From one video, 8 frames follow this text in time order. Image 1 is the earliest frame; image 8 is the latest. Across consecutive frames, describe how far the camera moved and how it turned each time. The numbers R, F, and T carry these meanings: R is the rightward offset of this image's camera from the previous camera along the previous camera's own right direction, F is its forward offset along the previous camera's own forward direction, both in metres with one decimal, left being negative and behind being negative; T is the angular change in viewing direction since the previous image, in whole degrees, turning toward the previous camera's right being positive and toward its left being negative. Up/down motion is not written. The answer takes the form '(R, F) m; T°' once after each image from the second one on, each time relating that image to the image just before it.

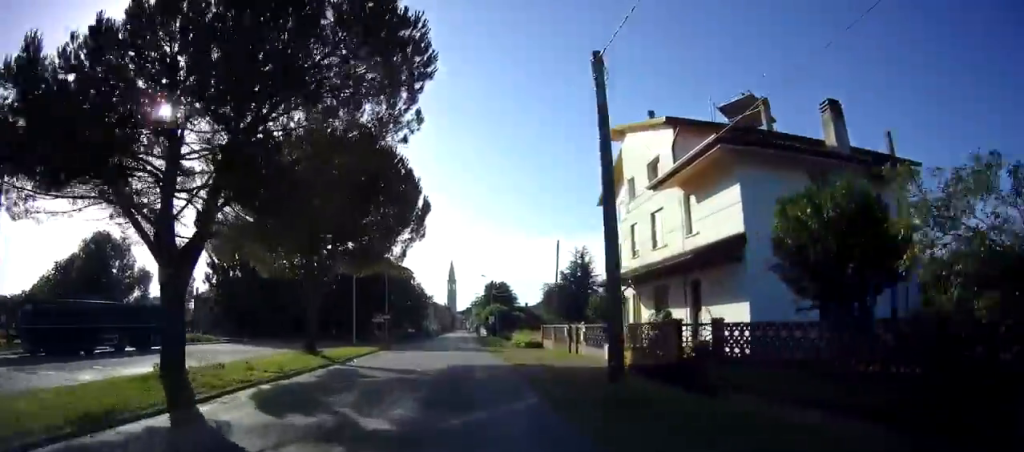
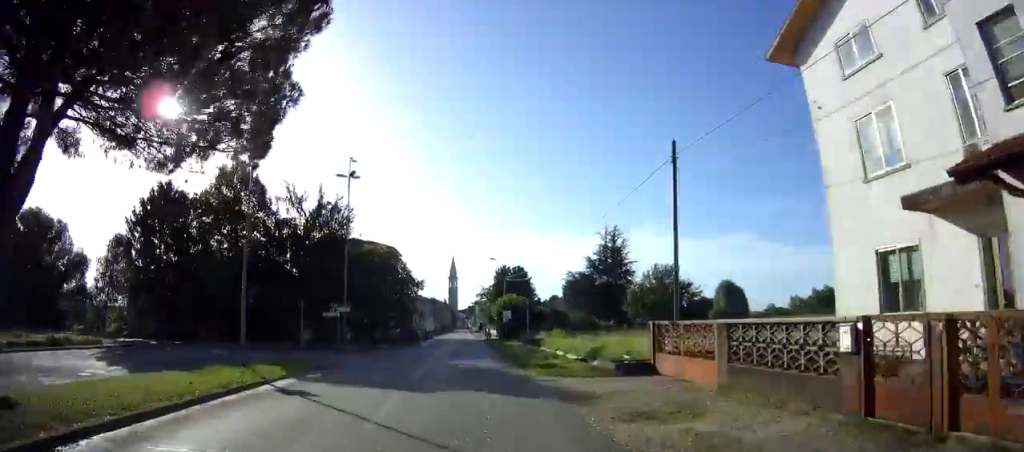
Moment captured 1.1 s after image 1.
(-0.3, +19.5) m; -1°
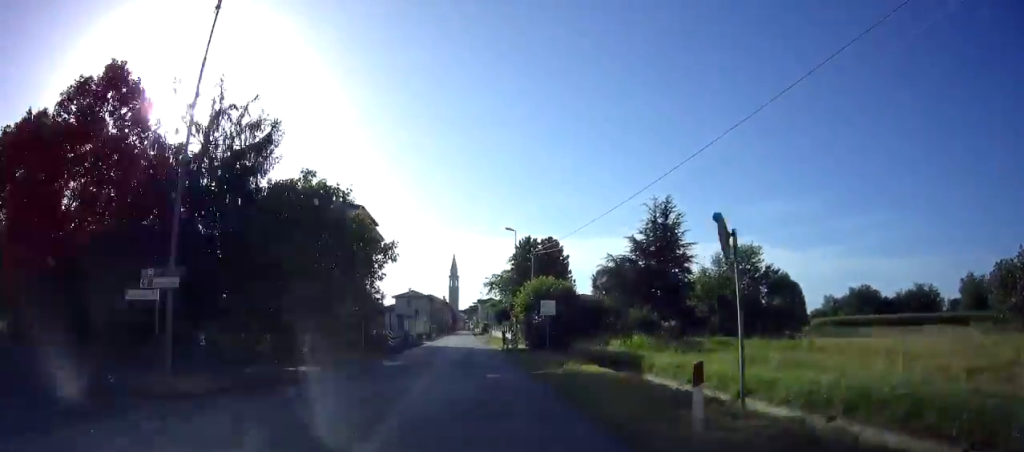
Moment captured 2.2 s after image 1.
(-0.1, +20.0) m; 0°
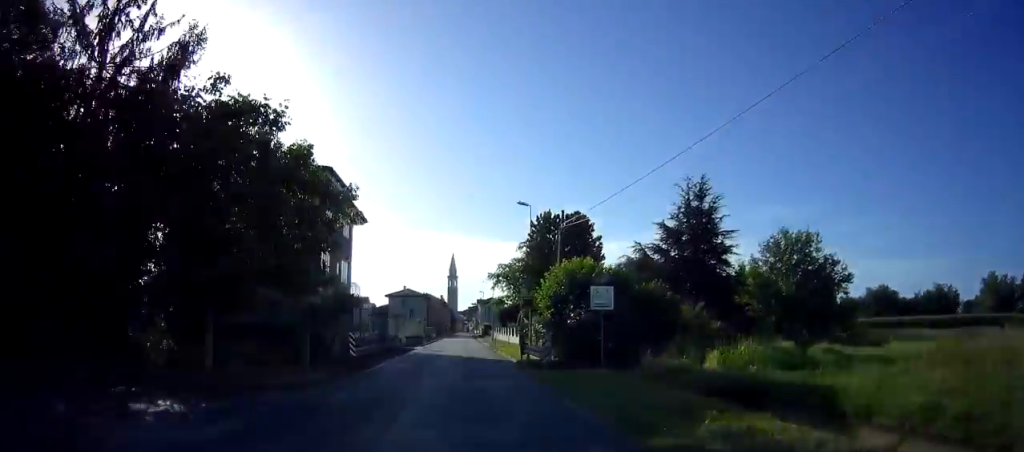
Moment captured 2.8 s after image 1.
(0.0, +9.3) m; 0°
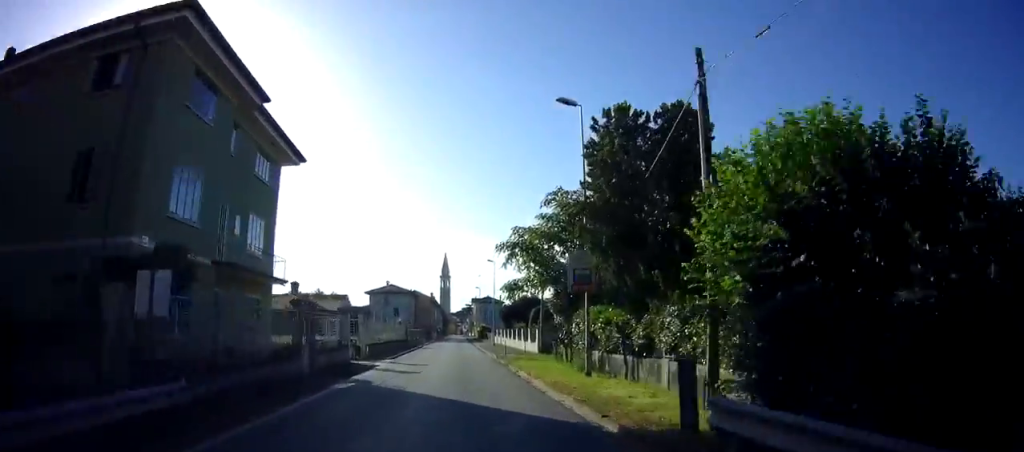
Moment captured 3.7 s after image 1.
(0.0, +15.7) m; +1°
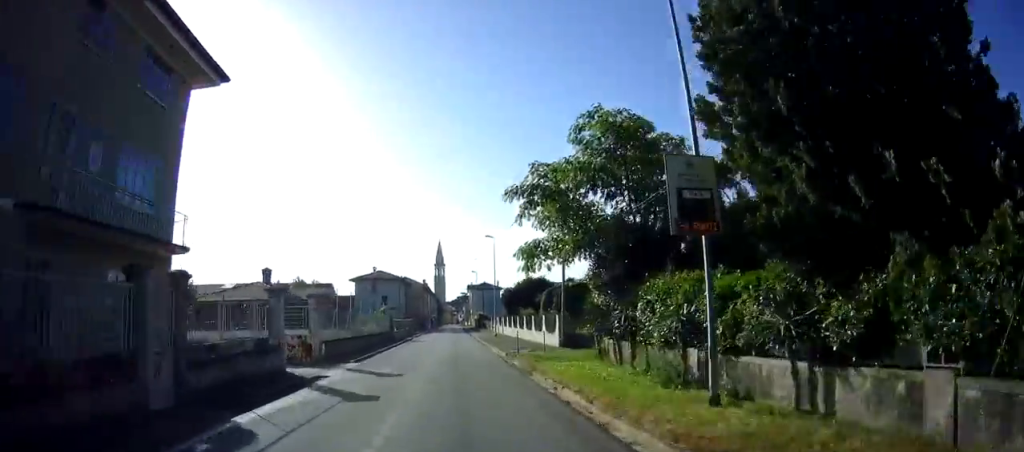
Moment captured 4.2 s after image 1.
(-0.1, +9.3) m; +1°
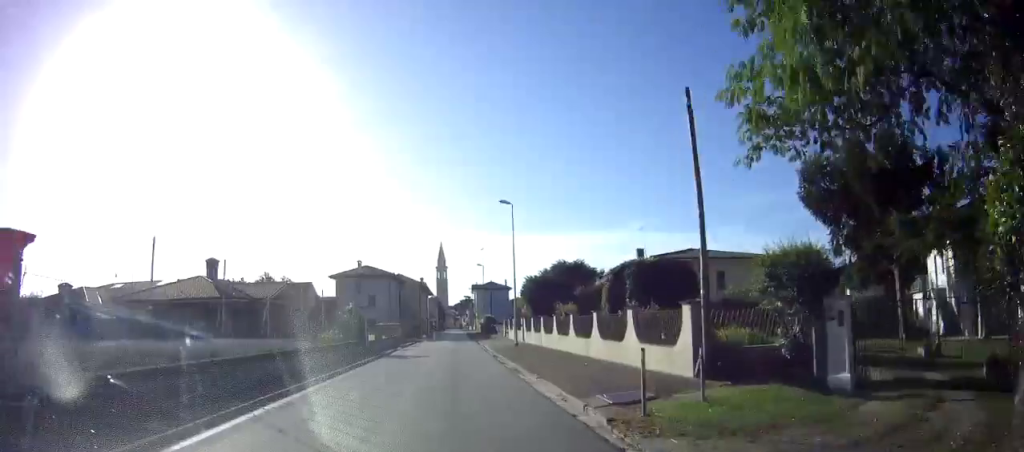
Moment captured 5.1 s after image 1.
(+0.4, +15.0) m; 0°
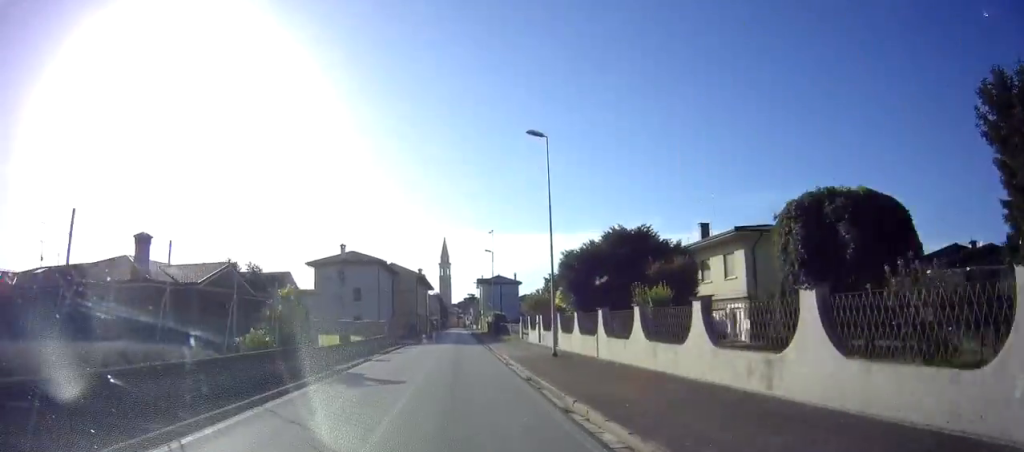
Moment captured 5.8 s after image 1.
(-0.2, +12.1) m; -1°
